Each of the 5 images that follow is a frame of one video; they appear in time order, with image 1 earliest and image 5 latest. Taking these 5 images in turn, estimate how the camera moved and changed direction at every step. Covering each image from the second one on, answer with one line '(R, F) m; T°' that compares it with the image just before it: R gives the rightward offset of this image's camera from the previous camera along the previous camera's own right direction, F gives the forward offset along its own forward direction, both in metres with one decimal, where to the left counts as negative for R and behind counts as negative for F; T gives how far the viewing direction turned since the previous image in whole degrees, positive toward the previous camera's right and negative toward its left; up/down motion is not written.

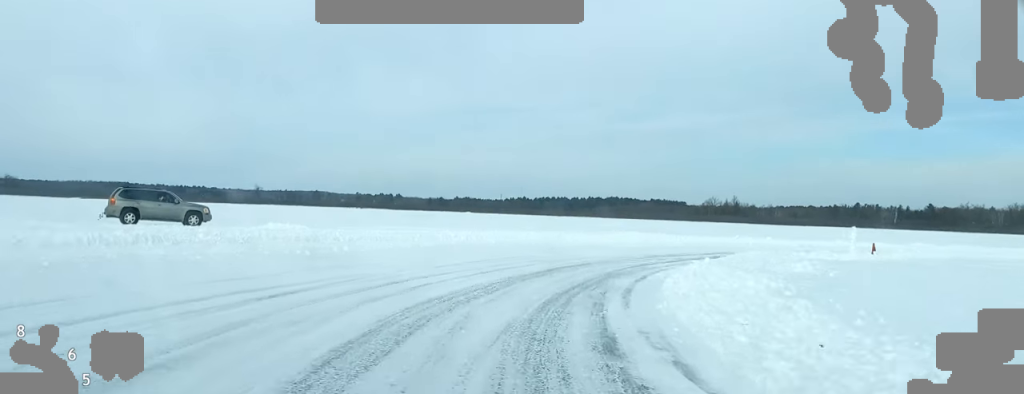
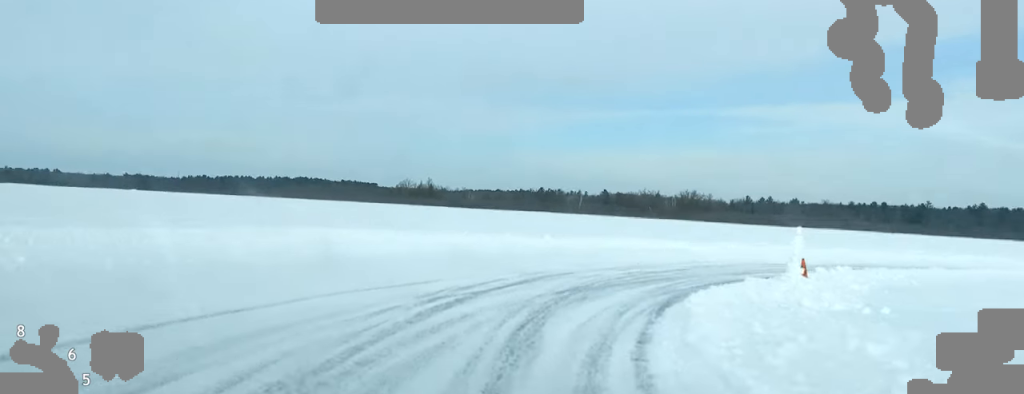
(+3.6, +21.1) m; +21°
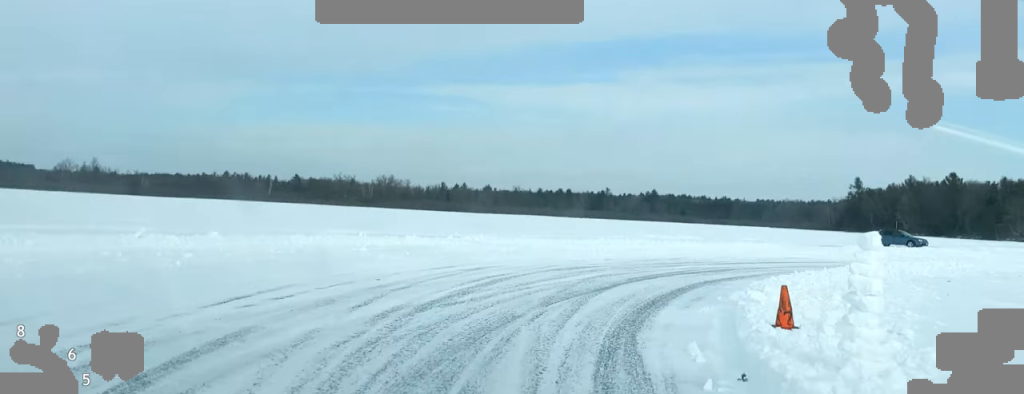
(+1.7, +13.3) m; +15°
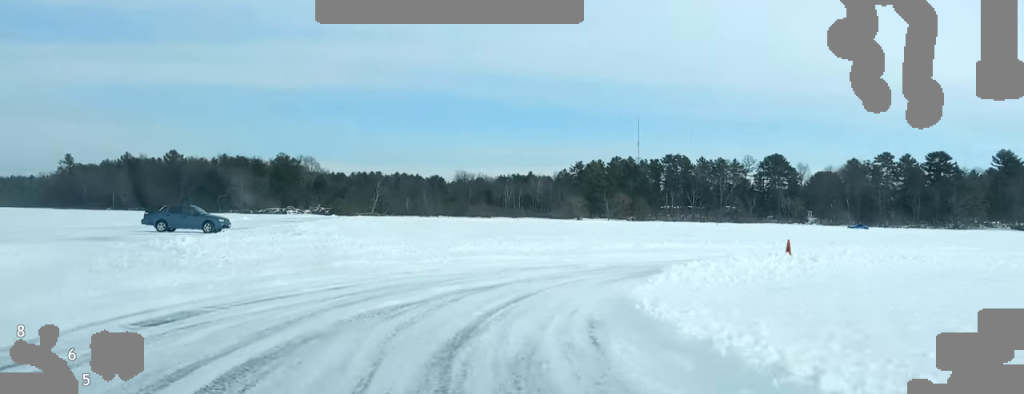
(+8.4, +26.1) m; +36°
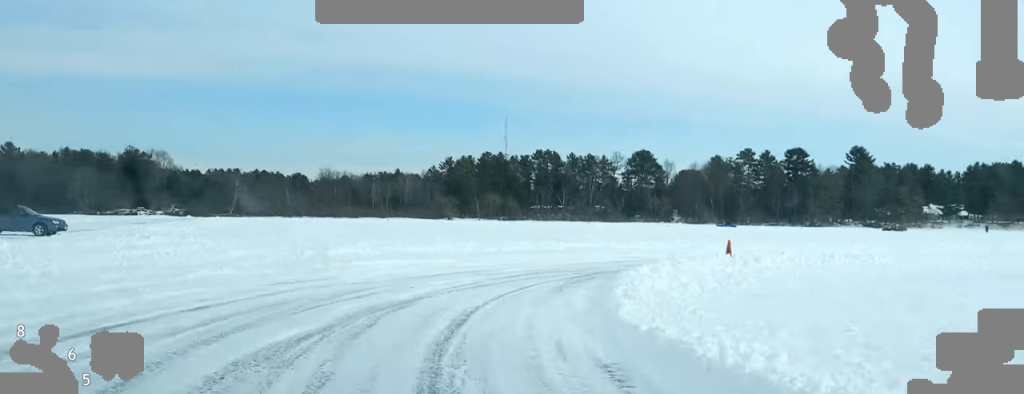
(+0.1, +4.8) m; +6°
